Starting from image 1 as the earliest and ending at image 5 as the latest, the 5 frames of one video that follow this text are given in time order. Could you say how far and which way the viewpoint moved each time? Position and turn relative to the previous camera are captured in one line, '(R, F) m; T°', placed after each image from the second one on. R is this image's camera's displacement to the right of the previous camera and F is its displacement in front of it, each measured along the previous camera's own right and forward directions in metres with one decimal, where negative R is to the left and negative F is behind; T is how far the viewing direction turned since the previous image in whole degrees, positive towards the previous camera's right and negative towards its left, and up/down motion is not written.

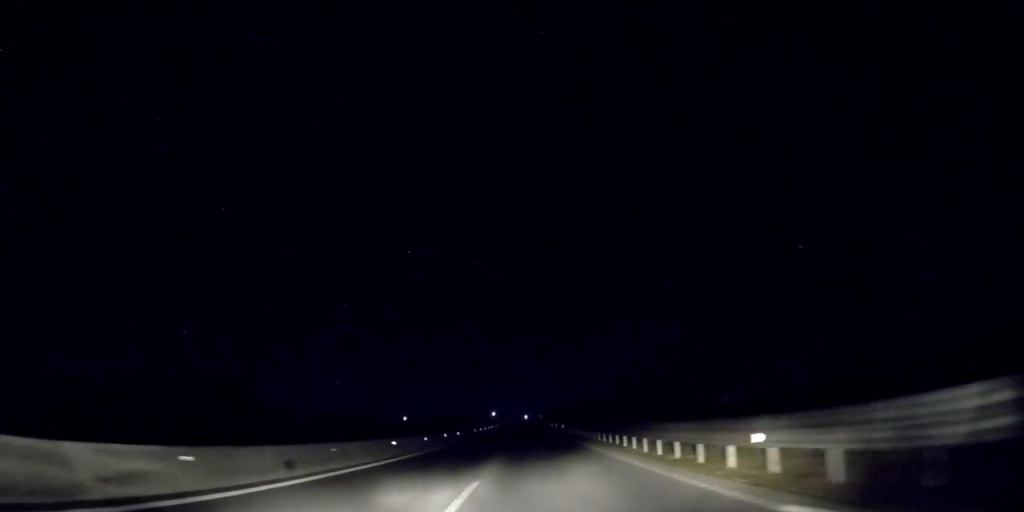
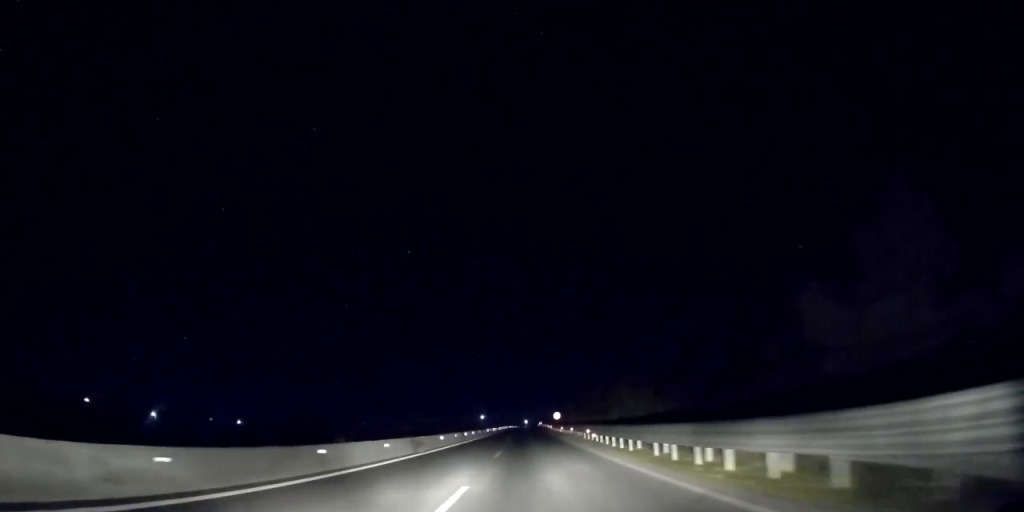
(-0.2, +96.3) m; 0°
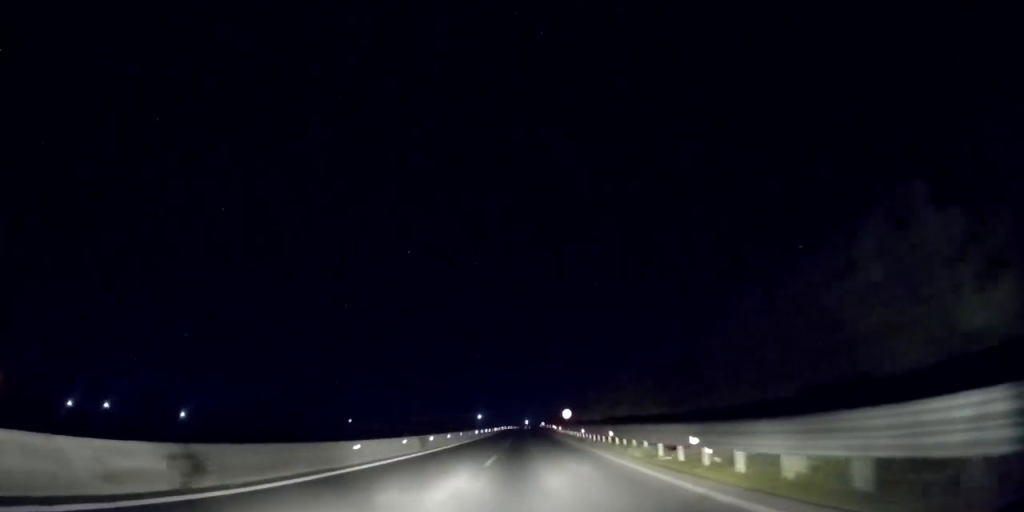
(0.0, +20.3) m; +1°
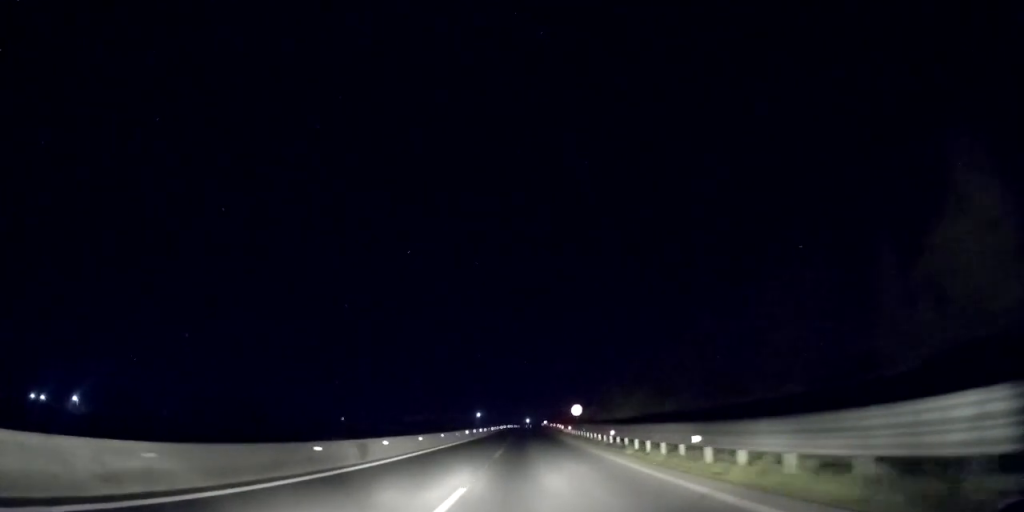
(+0.3, +11.8) m; 0°
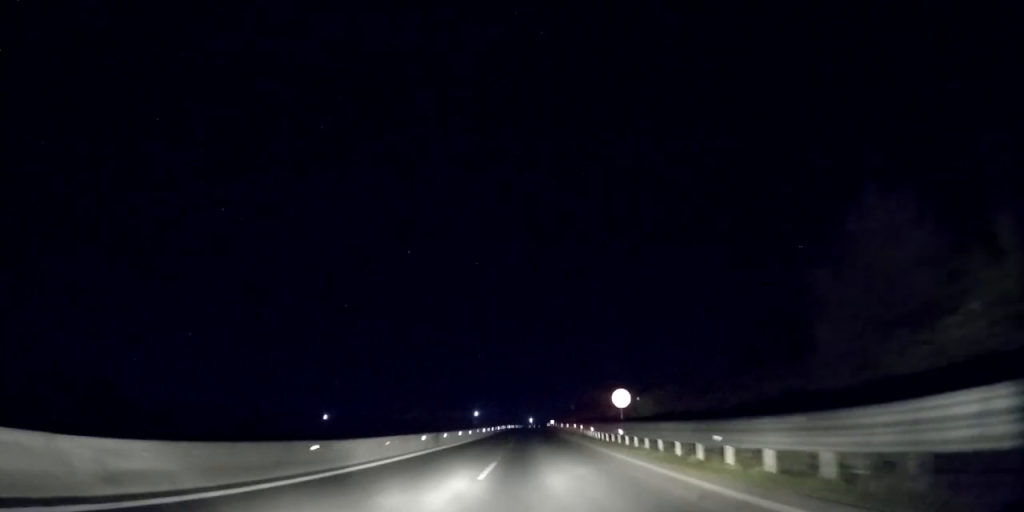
(-0.1, +25.0) m; -1°
